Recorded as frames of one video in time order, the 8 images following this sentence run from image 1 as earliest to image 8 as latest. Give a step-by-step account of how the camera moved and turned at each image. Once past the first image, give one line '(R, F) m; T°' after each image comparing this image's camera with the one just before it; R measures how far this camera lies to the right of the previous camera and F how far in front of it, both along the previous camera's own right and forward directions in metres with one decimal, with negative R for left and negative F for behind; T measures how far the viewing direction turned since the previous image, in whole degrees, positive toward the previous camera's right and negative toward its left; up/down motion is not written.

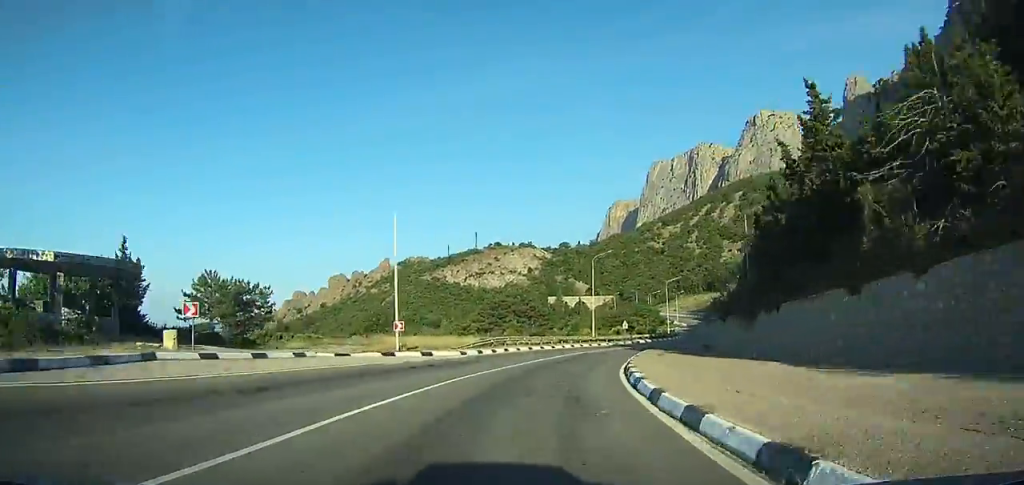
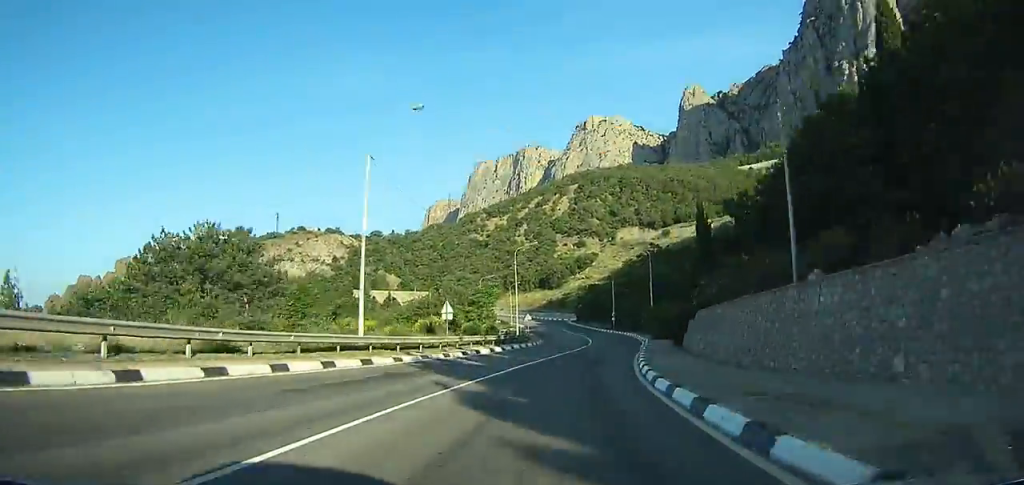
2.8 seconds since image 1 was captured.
(+7.1, +47.2) m; +15°
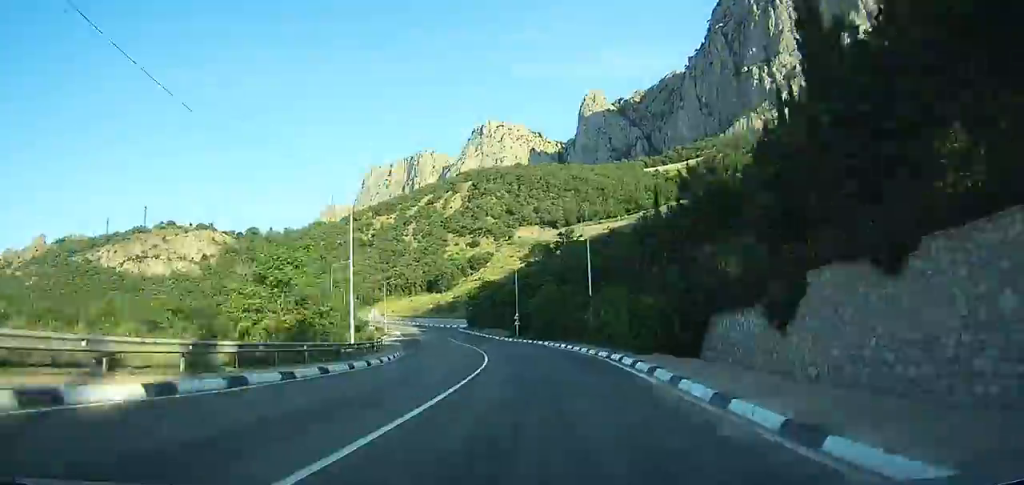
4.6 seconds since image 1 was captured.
(+3.4, +30.5) m; +6°
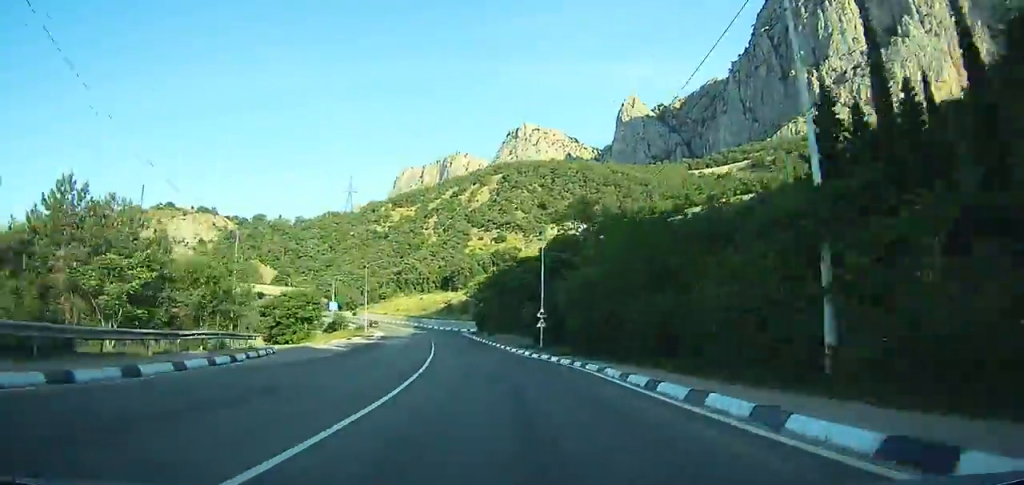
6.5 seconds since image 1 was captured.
(+0.5, +32.3) m; -1°
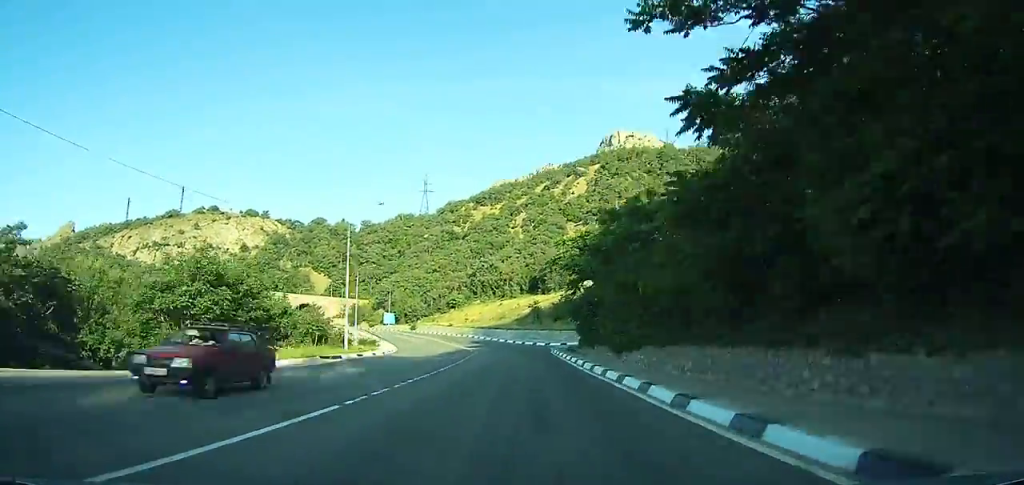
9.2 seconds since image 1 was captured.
(-1.4, +46.9) m; -5°
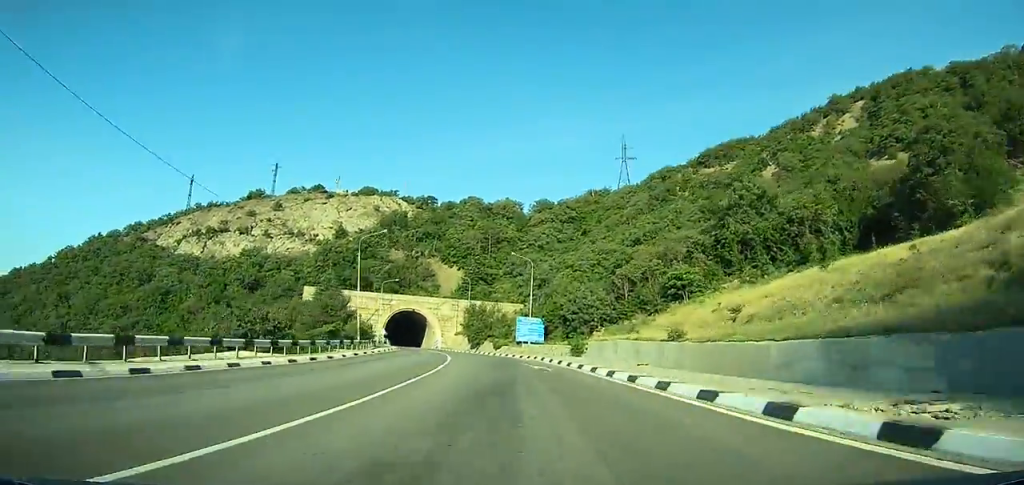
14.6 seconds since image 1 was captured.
(-12.0, +92.2) m; -18°
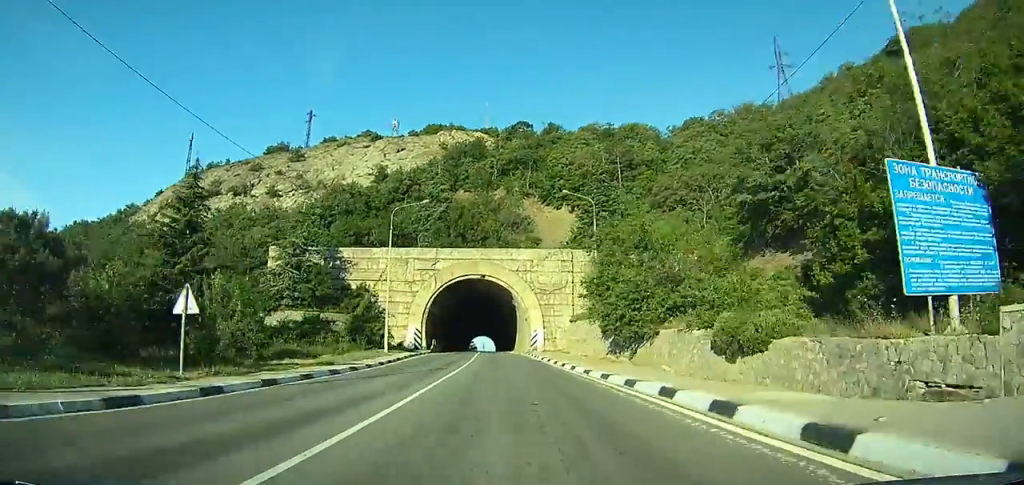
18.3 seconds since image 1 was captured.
(-8.4, +58.7) m; -12°
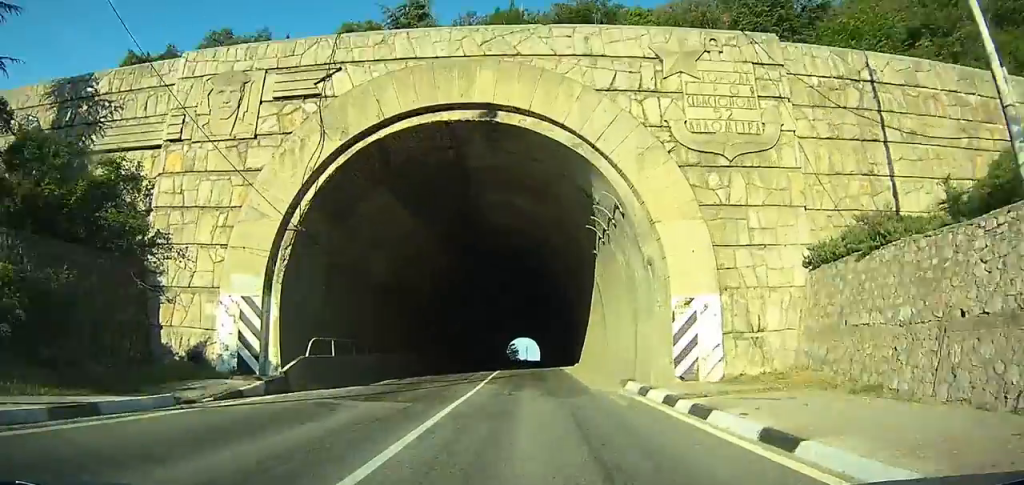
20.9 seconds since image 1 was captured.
(-2.1, +40.4) m; -4°
